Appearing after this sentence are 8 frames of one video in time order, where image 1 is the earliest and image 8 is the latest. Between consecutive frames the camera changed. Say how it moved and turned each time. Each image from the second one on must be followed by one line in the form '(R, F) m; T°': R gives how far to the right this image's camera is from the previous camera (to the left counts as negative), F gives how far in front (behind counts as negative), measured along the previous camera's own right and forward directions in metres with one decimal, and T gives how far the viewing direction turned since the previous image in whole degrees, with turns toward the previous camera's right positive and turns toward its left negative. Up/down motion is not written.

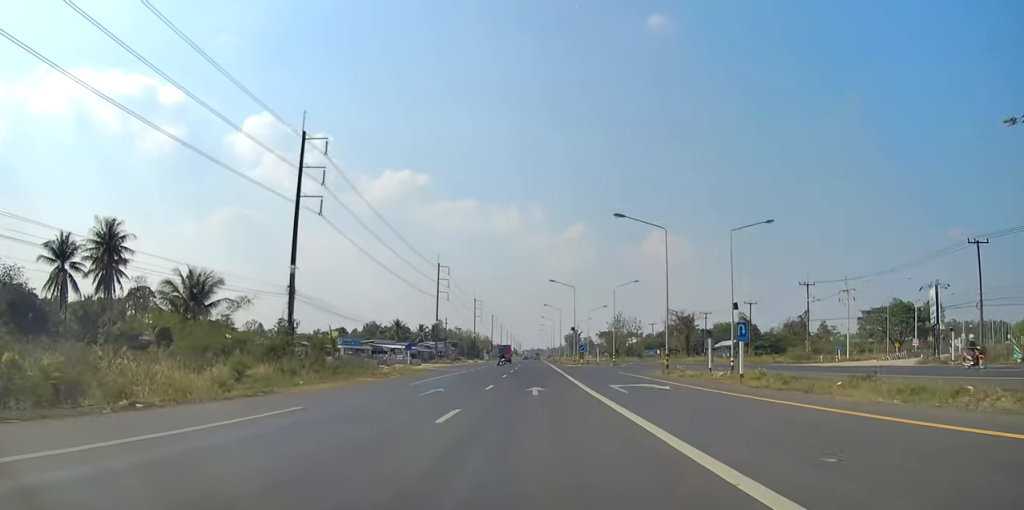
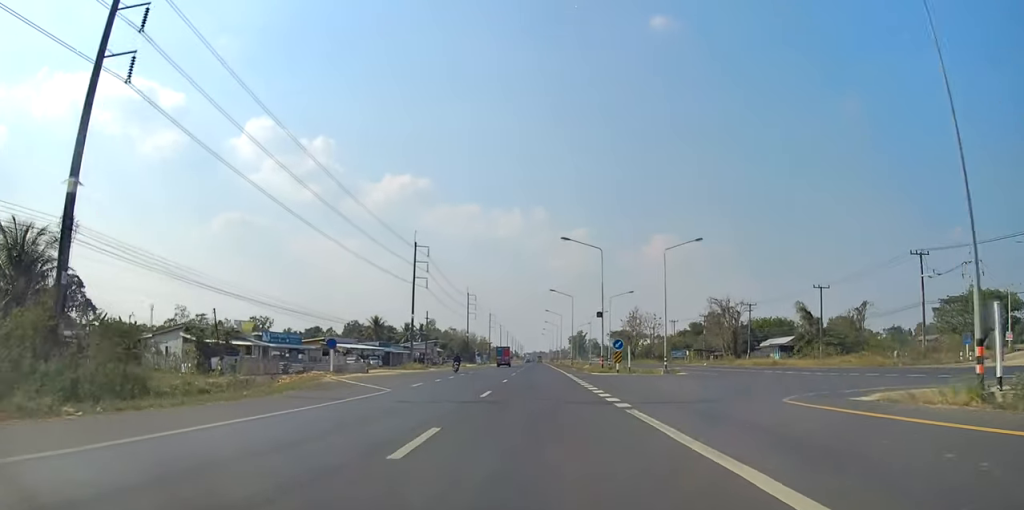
(+0.6, +28.2) m; +1°
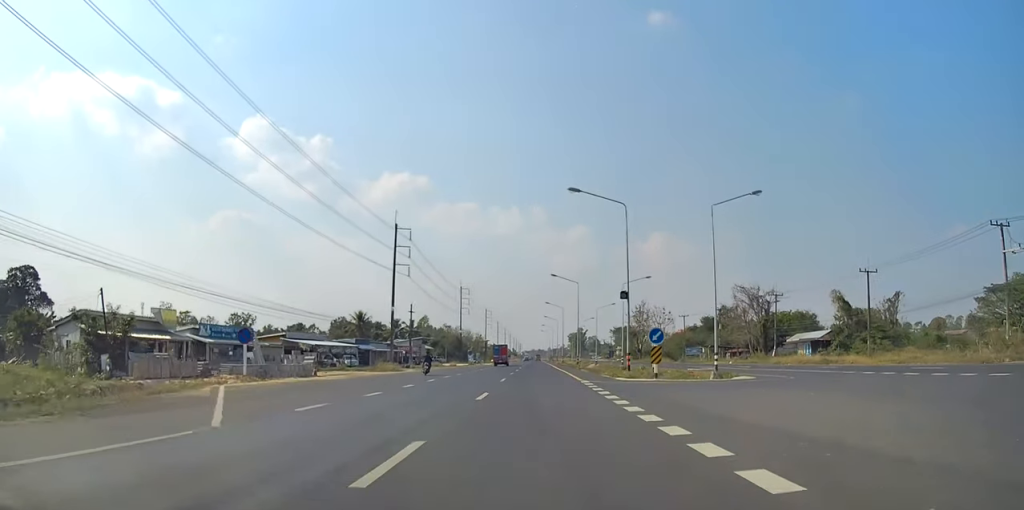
(0.0, +13.0) m; 0°
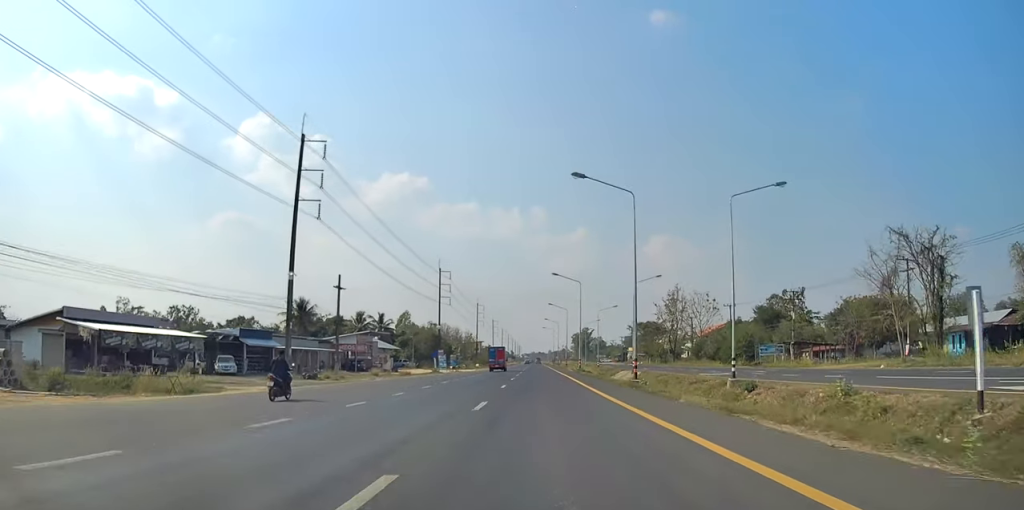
(+0.1, +37.9) m; +1°
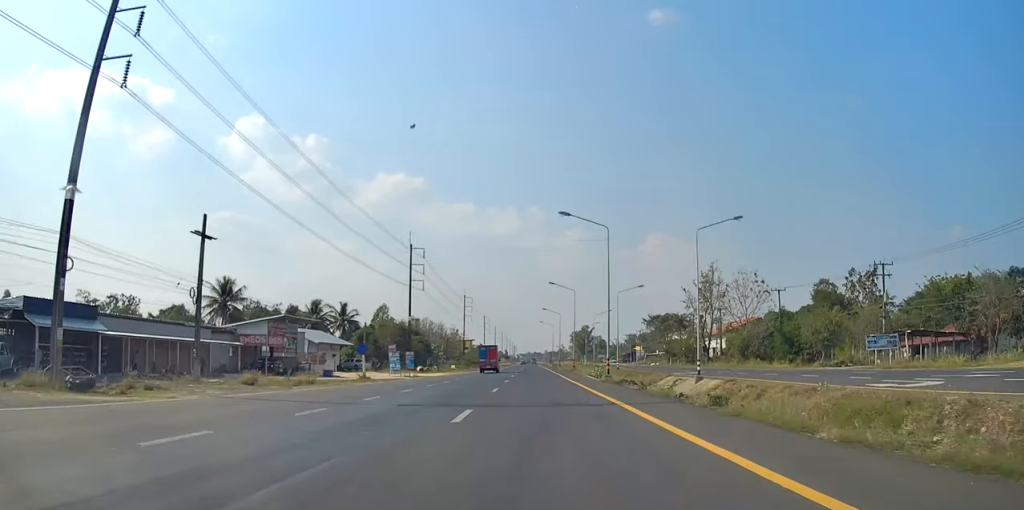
(-0.1, +27.8) m; +1°
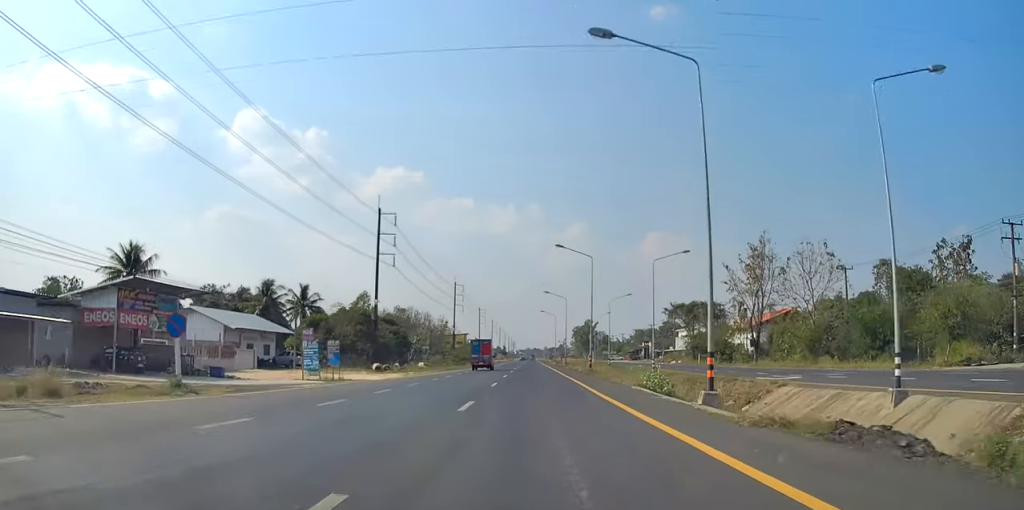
(+0.3, +22.7) m; 0°
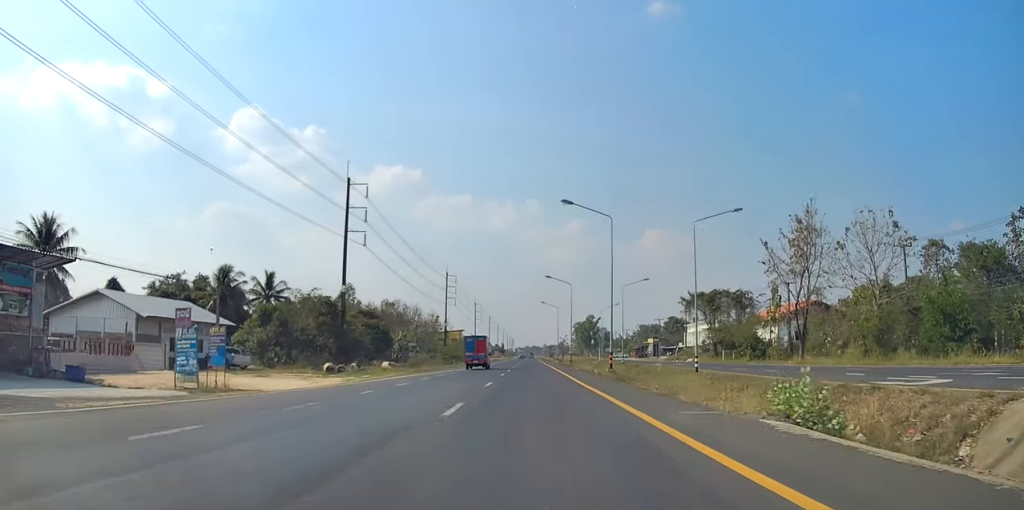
(-0.2, +14.0) m; -1°
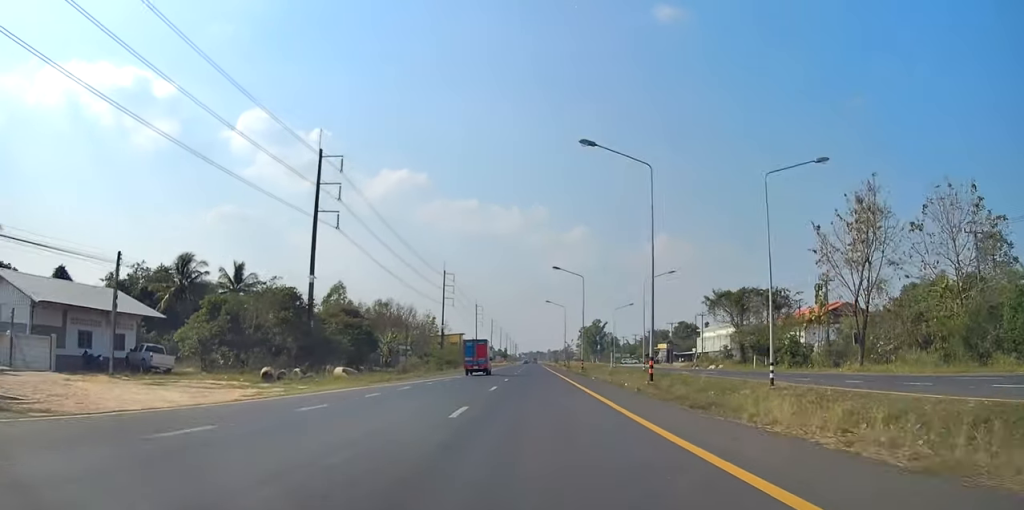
(-0.1, +12.0) m; 0°
